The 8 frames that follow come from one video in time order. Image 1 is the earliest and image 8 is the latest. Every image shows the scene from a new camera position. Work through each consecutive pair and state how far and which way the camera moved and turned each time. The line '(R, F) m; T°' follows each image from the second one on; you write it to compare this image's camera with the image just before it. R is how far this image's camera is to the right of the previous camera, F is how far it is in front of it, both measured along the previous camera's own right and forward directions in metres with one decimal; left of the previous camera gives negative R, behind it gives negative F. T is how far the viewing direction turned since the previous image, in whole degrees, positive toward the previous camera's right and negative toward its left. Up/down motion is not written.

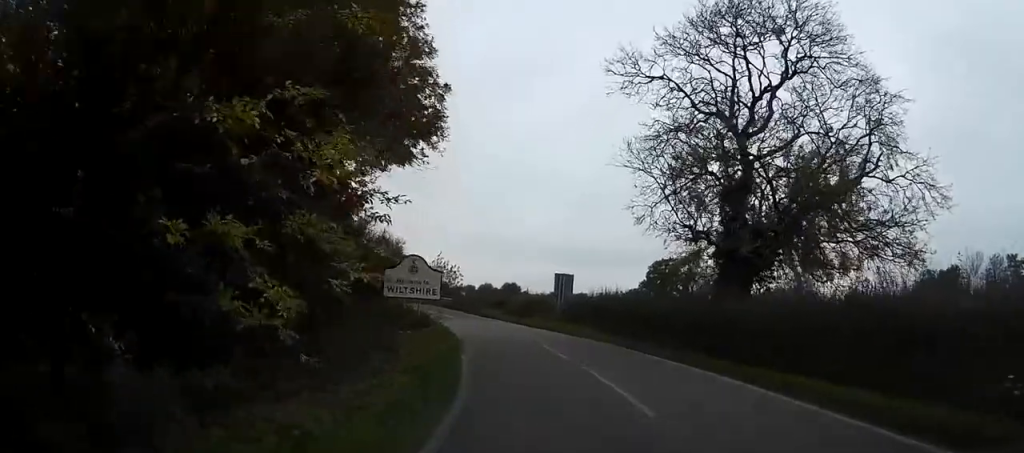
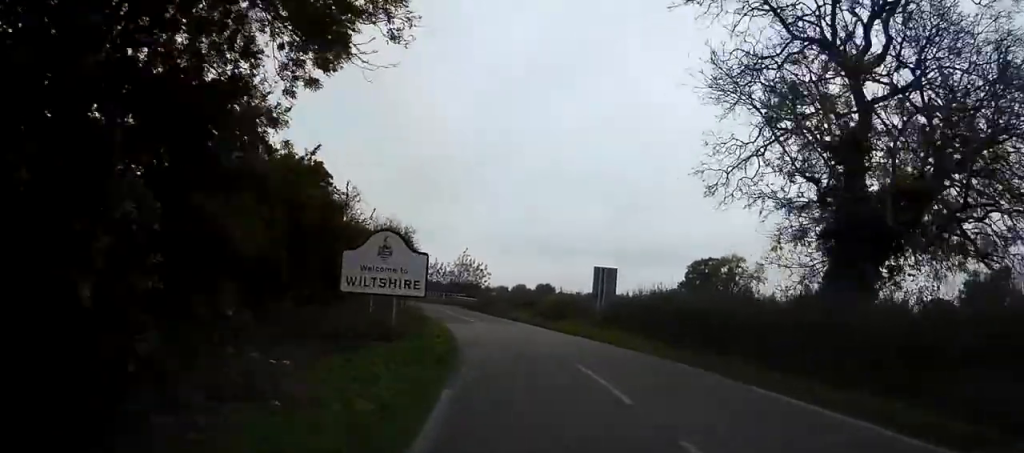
(0.0, +7.5) m; 0°
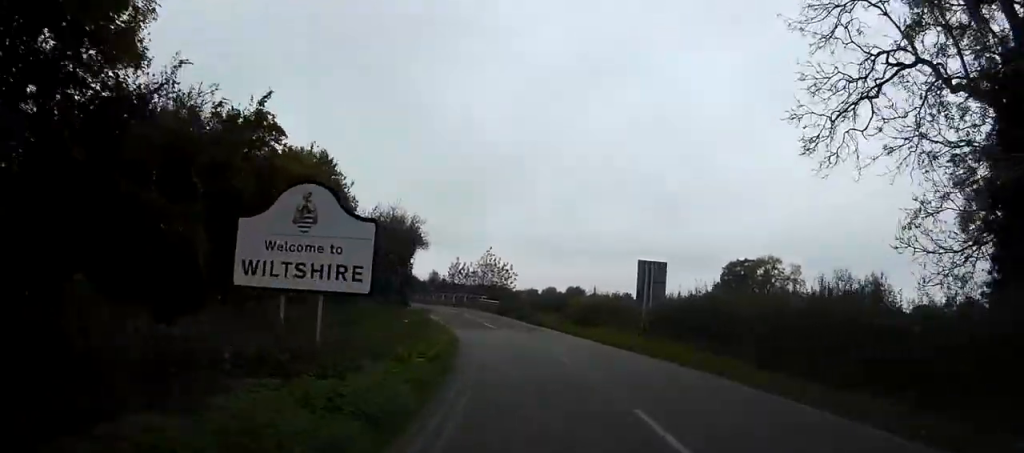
(0.0, +6.6) m; 0°
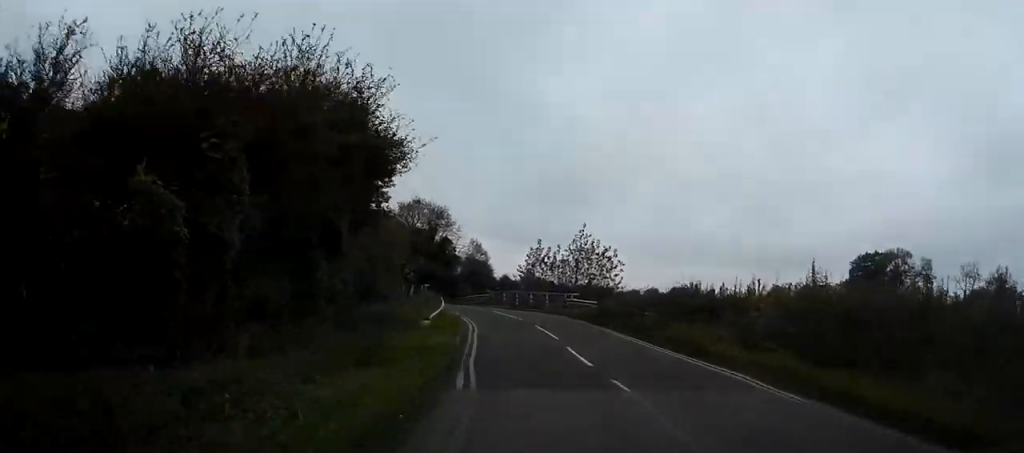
(0.0, +23.9) m; -5°
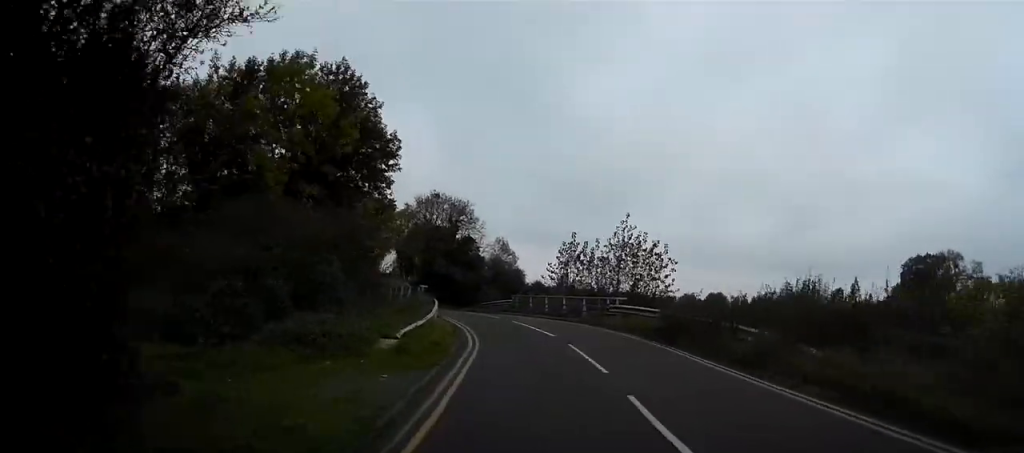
(-0.8, +9.7) m; -4°
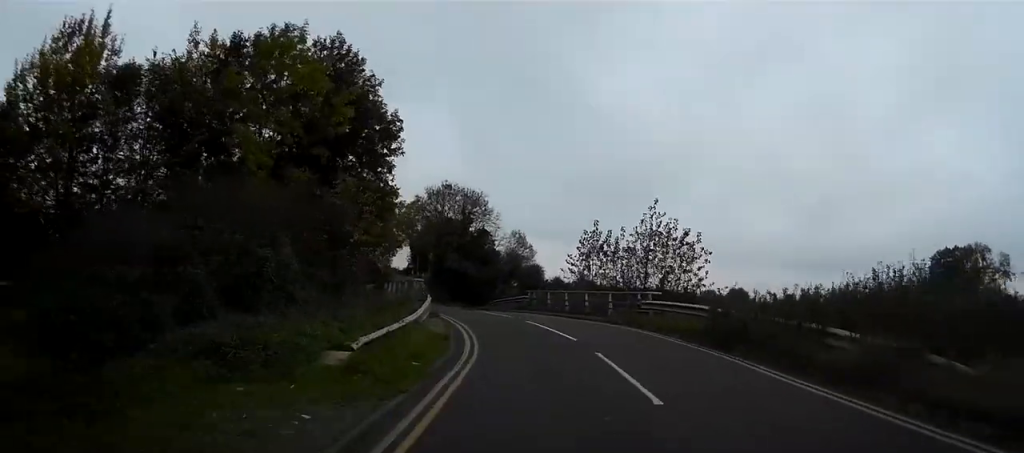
(-0.1, +4.8) m; -2°
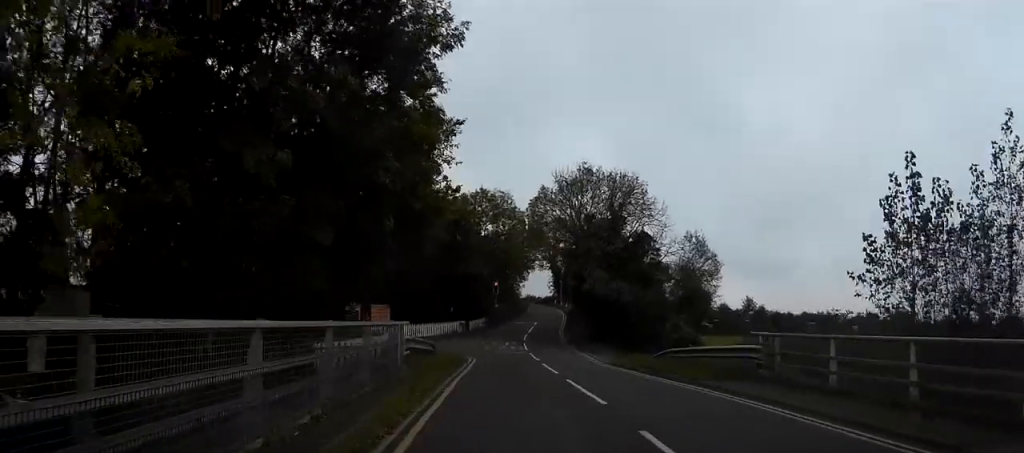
(-2.6, +25.5) m; -13°
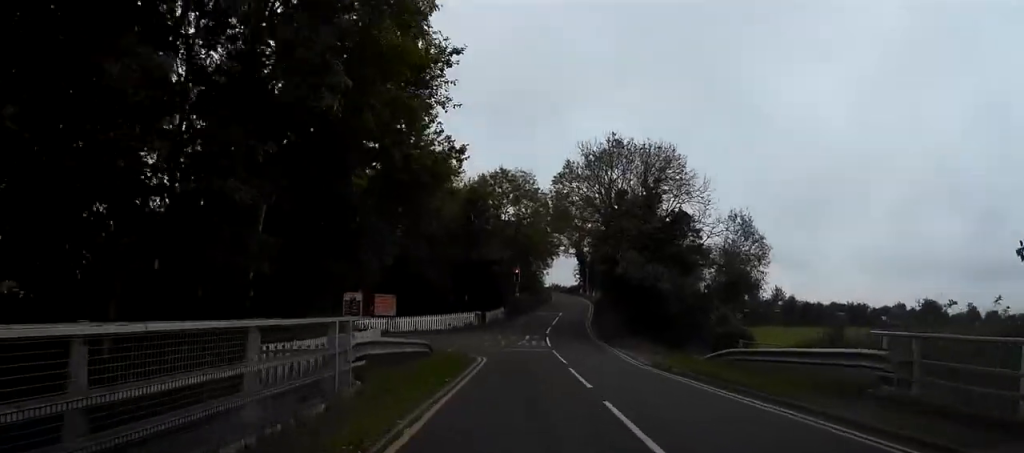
(0.0, +5.9) m; -3°
